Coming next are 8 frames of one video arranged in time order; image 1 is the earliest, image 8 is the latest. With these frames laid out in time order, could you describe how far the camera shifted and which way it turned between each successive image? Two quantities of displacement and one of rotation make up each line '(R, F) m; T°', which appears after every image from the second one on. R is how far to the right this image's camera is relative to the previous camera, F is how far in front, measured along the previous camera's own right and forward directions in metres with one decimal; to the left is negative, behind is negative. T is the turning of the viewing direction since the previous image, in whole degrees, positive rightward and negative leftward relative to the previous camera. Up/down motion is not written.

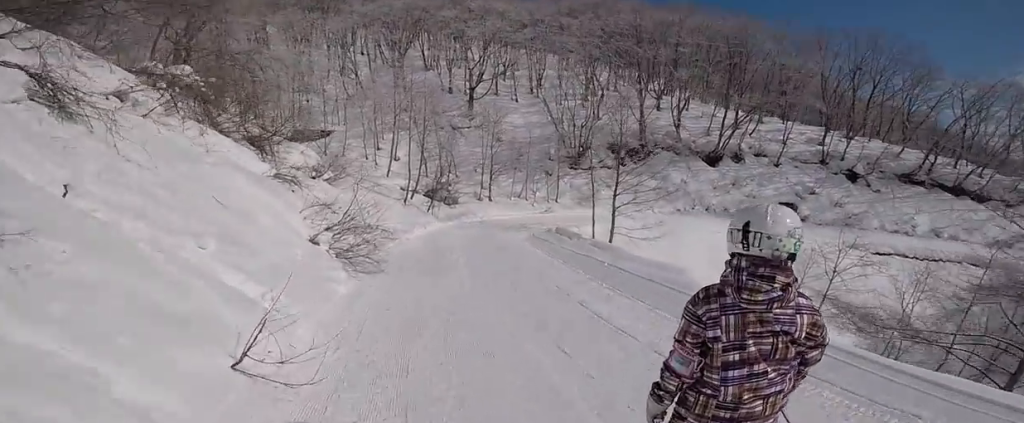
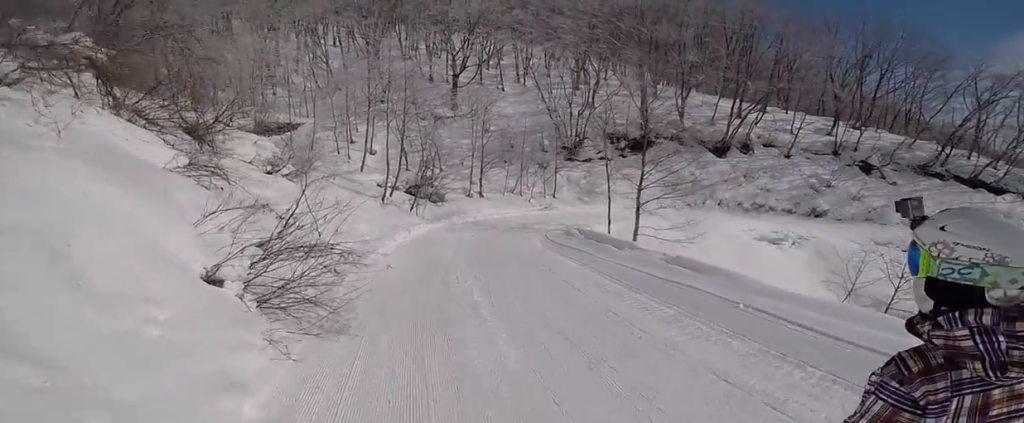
(-0.4, +4.0) m; 0°
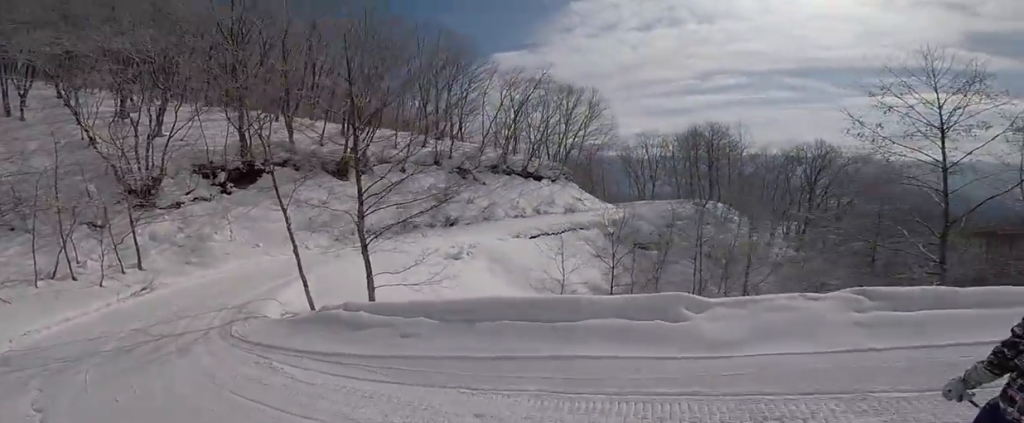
(+1.6, +9.2) m; +26°
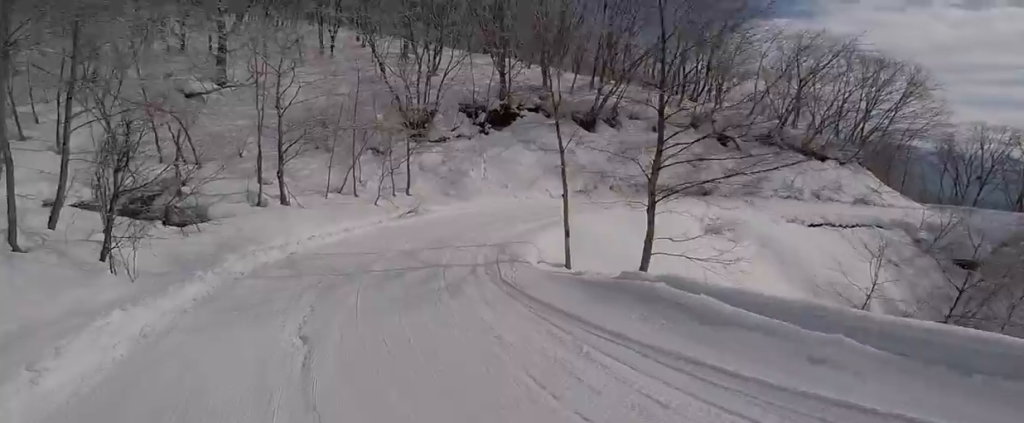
(+0.1, +2.5) m; +8°
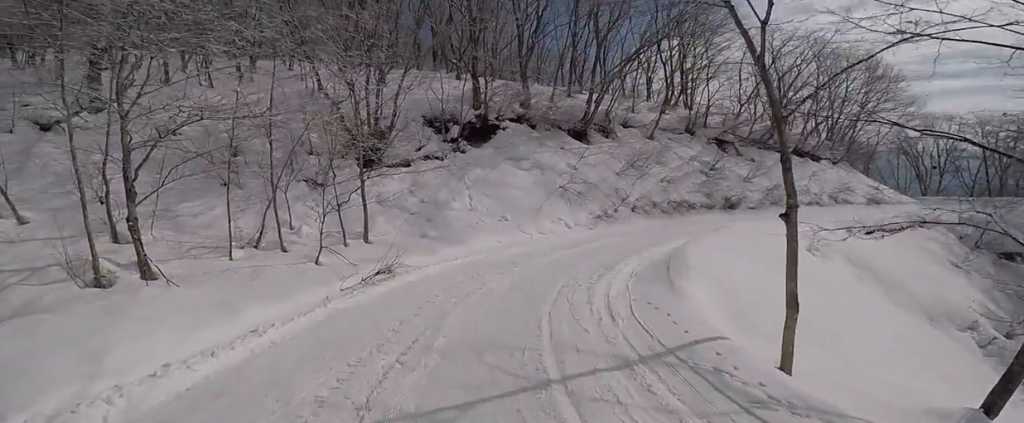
(+0.4, +7.3) m; +1°
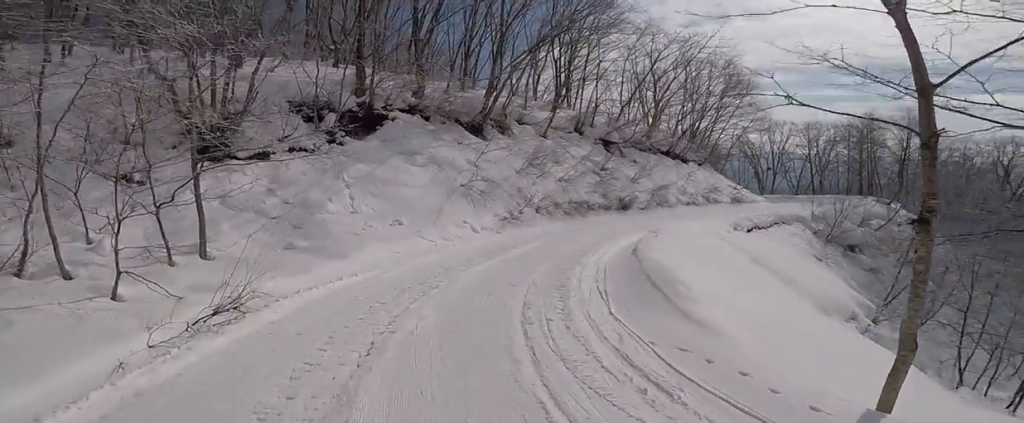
(-0.2, +2.9) m; +4°
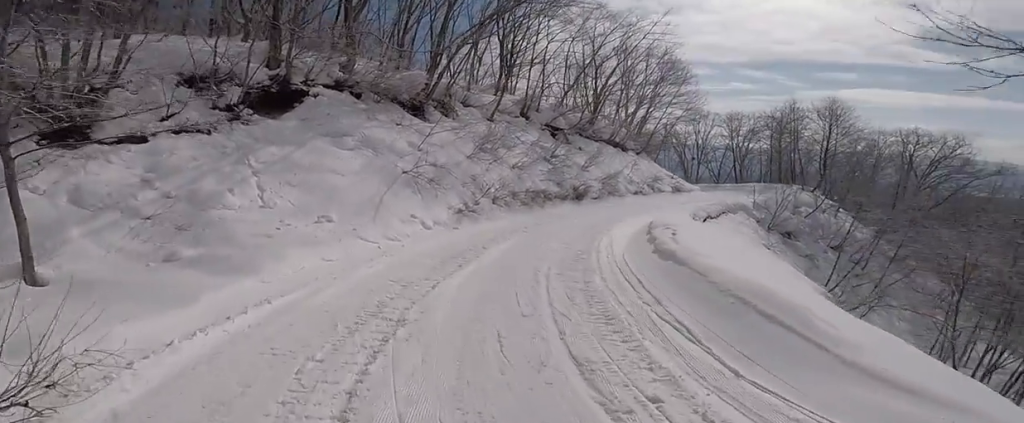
(+0.2, +3.1) m; +15°
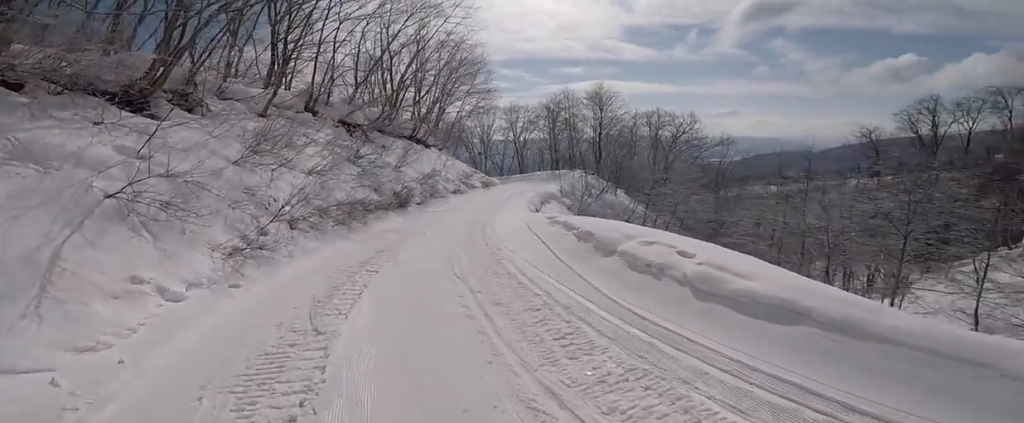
(+1.5, +5.3) m; +35°
